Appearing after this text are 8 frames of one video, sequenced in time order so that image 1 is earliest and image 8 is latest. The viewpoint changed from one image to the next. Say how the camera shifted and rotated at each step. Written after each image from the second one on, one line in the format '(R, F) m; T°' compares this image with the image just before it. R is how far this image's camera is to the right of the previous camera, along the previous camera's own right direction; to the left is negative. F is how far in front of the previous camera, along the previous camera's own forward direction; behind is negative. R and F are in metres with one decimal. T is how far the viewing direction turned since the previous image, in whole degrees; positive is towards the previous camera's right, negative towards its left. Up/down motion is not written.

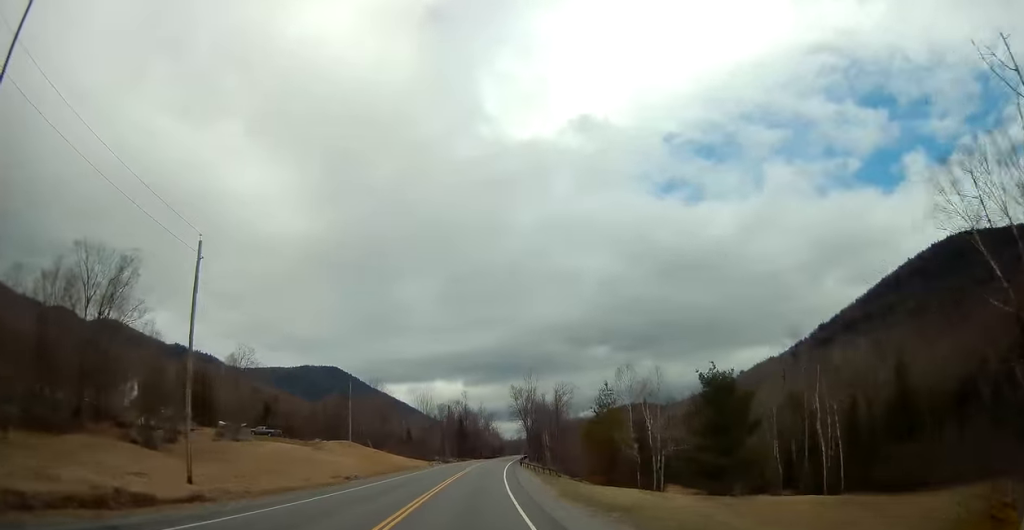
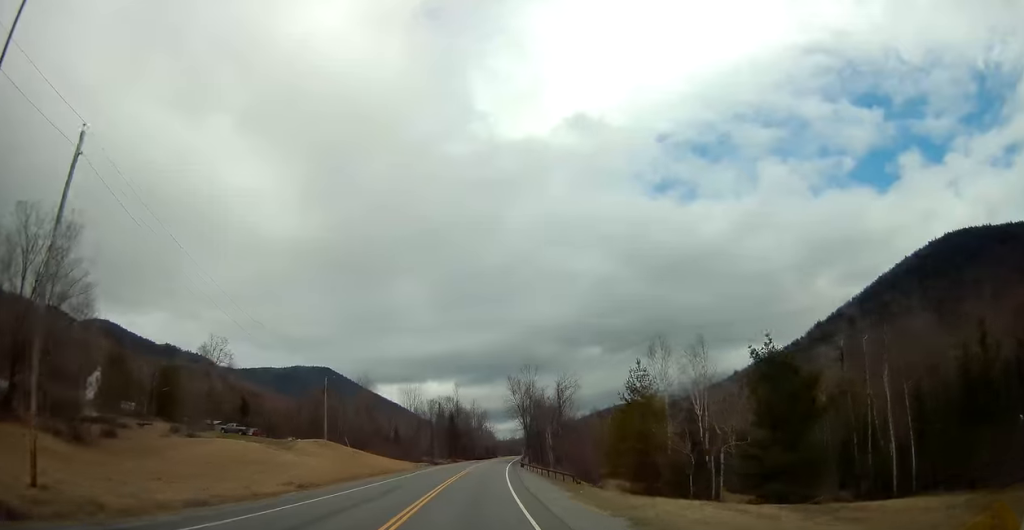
(0.0, +11.7) m; +1°
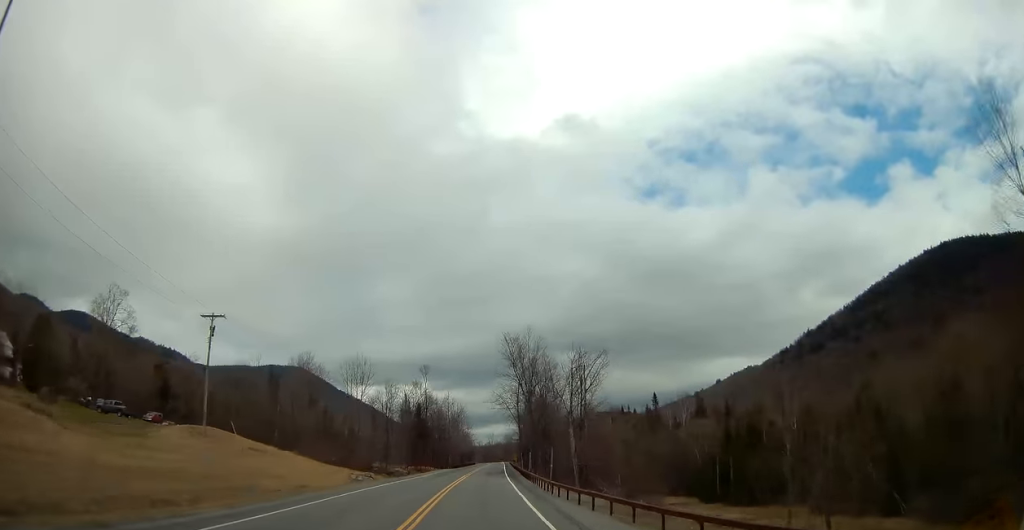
(+0.9, +33.9) m; +3°
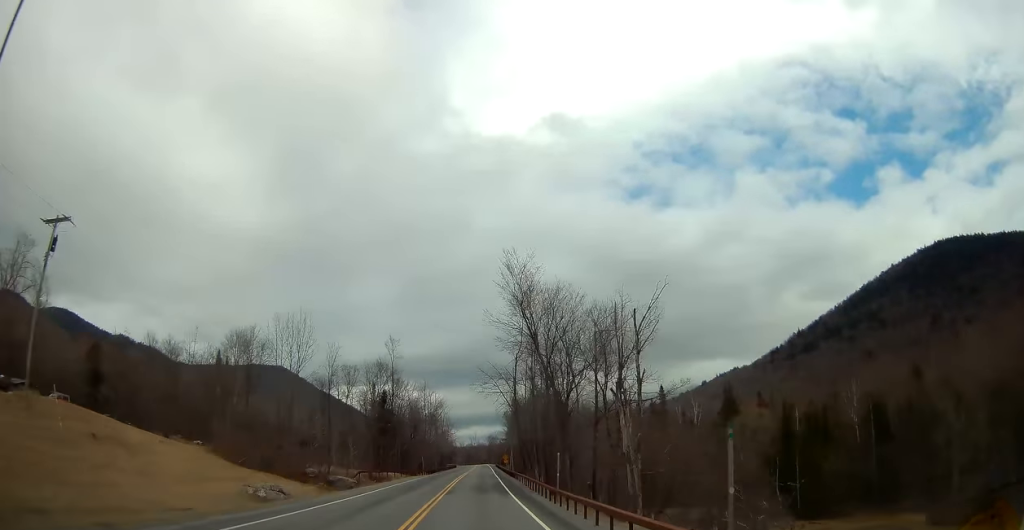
(+0.4, +22.1) m; +2°
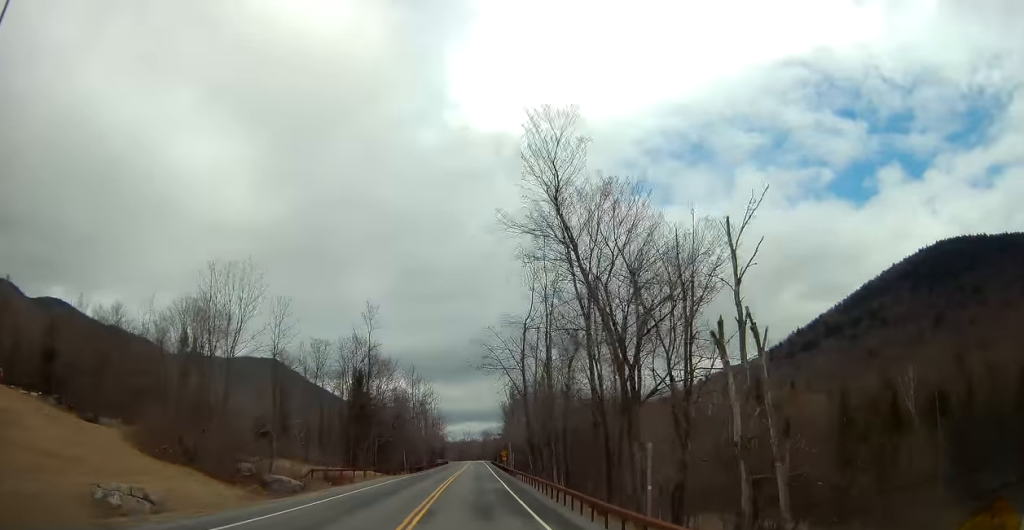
(+0.2, +13.6) m; +1°
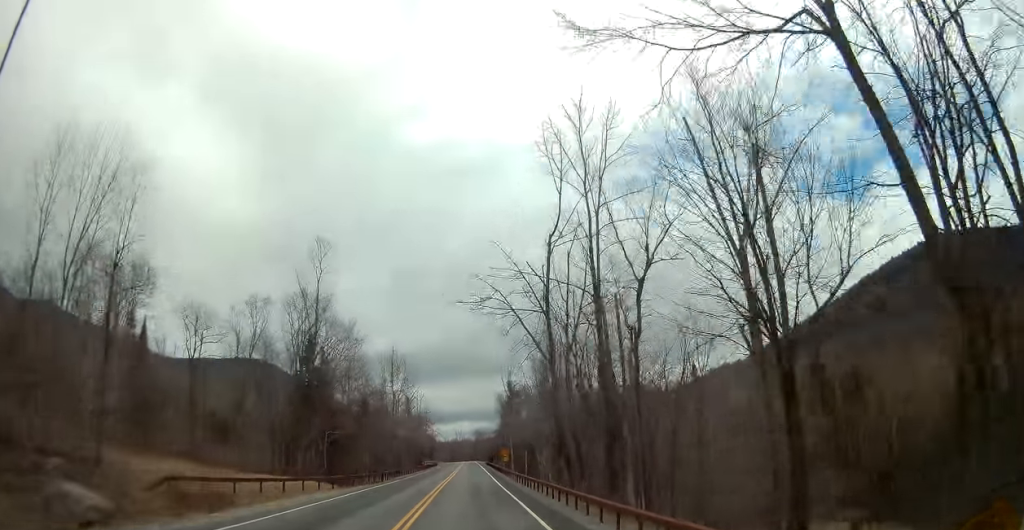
(+0.1, +18.0) m; 0°
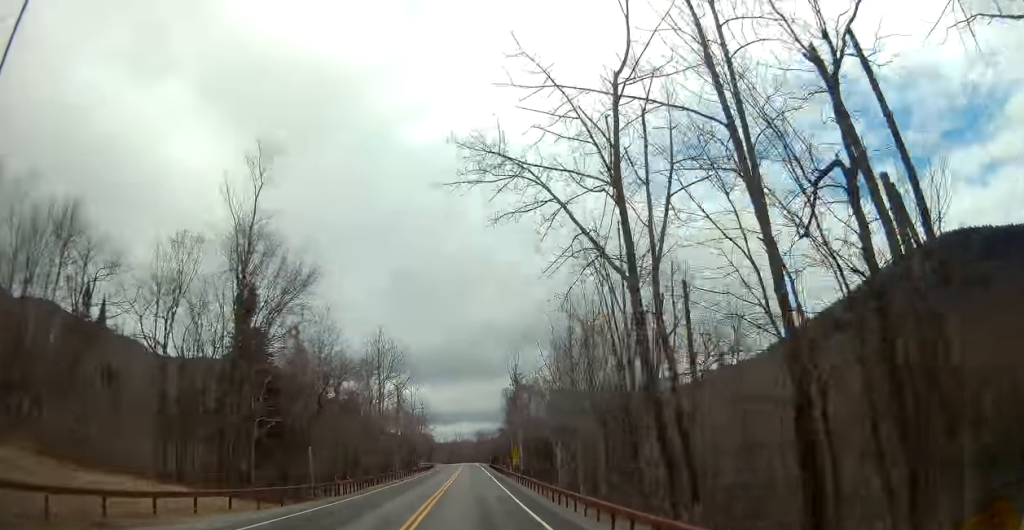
(0.0, +13.7) m; 0°
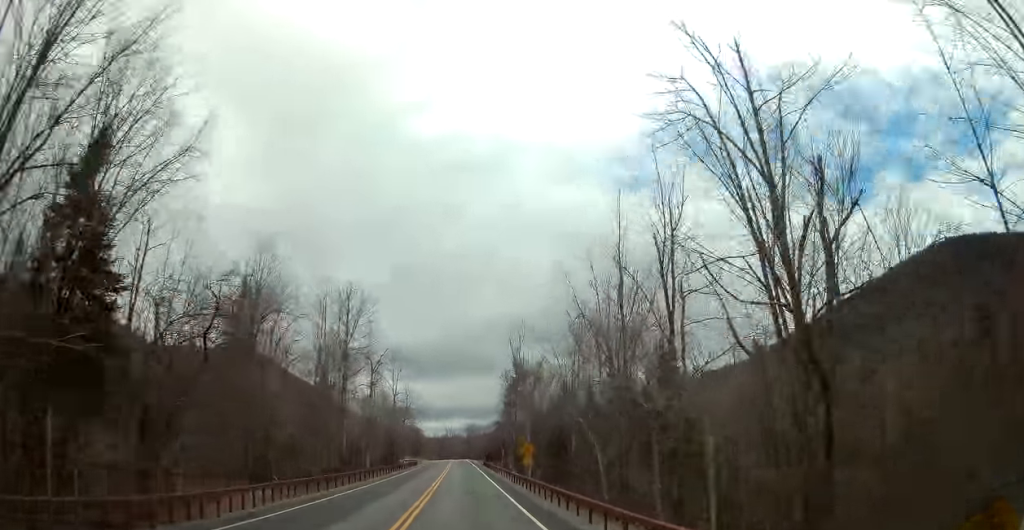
(0.0, +16.4) m; 0°
